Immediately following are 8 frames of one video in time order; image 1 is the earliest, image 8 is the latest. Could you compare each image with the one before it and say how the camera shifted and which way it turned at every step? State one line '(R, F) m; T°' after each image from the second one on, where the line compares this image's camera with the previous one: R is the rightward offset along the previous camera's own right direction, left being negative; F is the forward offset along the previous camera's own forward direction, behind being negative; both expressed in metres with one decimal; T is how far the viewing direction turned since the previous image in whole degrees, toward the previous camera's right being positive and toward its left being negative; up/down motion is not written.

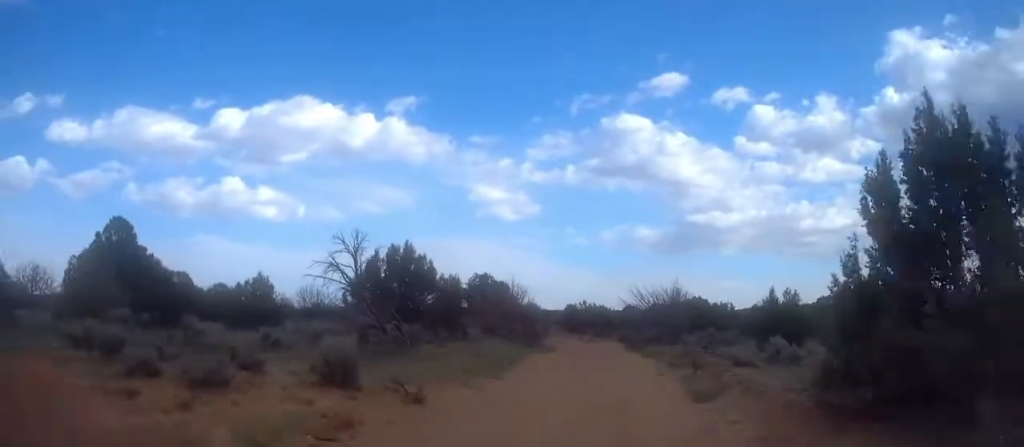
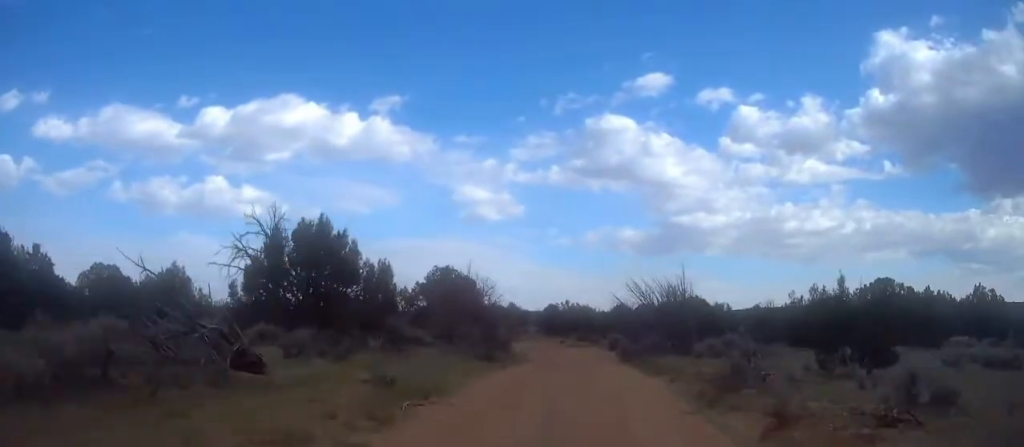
(+0.4, +9.9) m; +3°
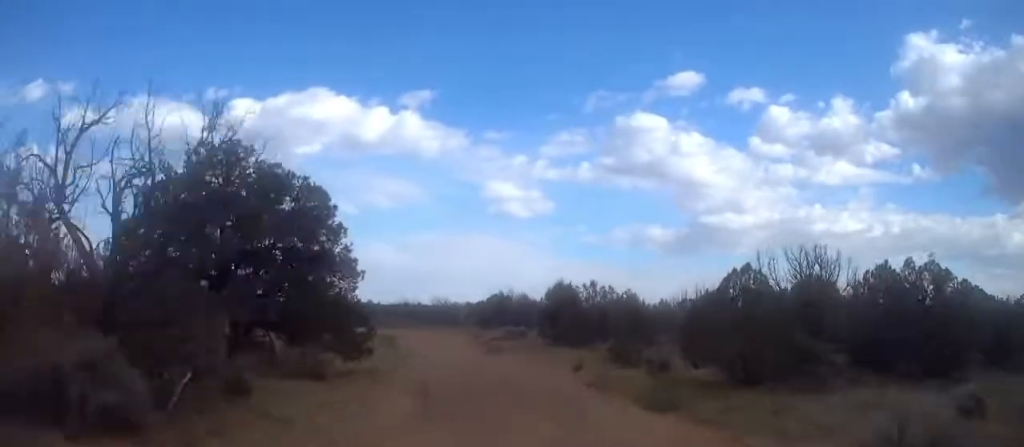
(+1.7, +33.7) m; 0°
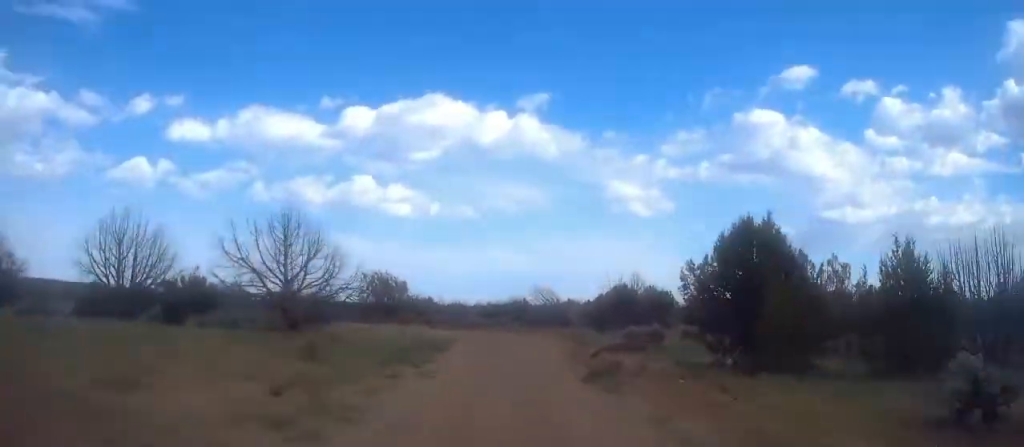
(-0.7, +19.6) m; -5°
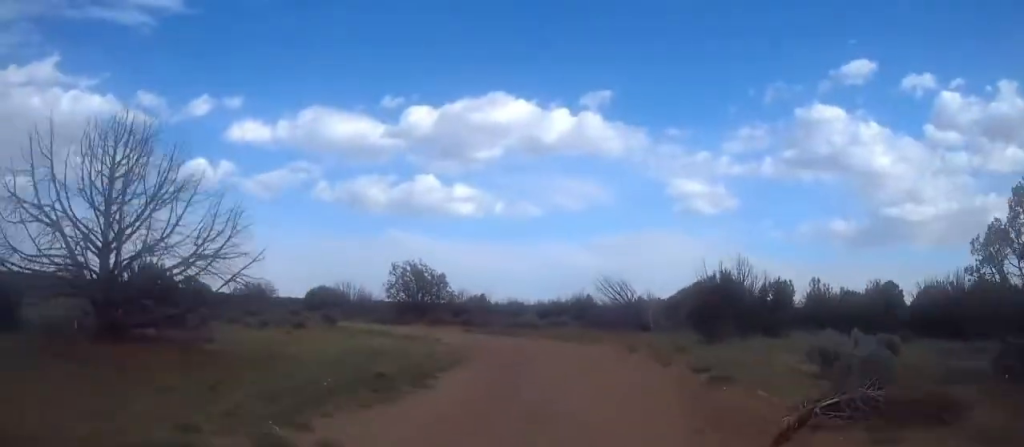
(-0.6, +15.6) m; -5°
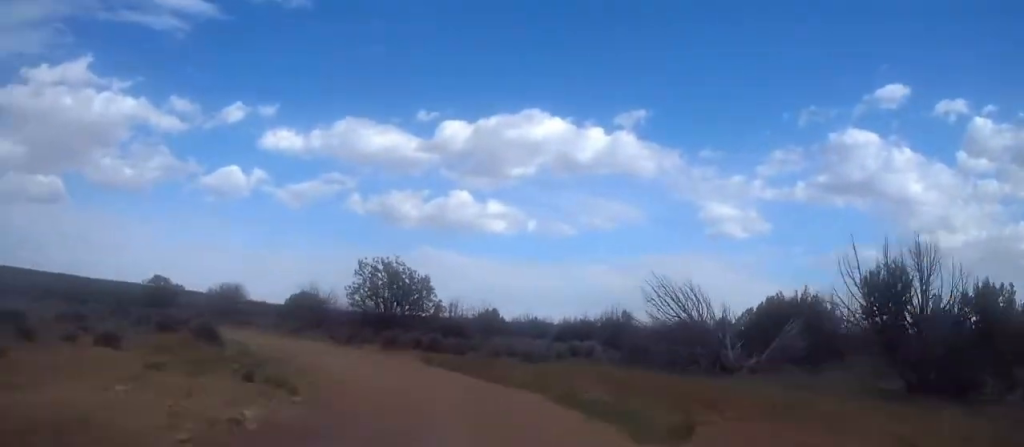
(-1.3, +20.3) m; -6°
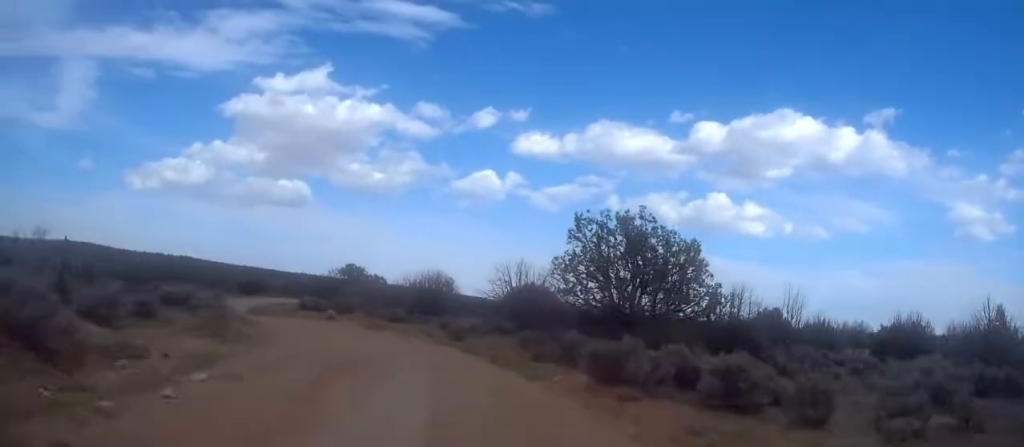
(-1.9, +24.2) m; -14°
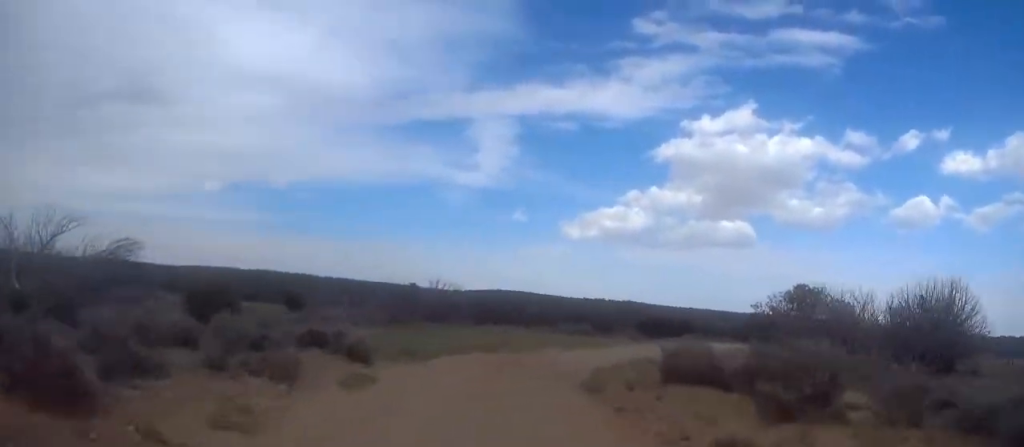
(-8.3, +32.4) m; -32°
